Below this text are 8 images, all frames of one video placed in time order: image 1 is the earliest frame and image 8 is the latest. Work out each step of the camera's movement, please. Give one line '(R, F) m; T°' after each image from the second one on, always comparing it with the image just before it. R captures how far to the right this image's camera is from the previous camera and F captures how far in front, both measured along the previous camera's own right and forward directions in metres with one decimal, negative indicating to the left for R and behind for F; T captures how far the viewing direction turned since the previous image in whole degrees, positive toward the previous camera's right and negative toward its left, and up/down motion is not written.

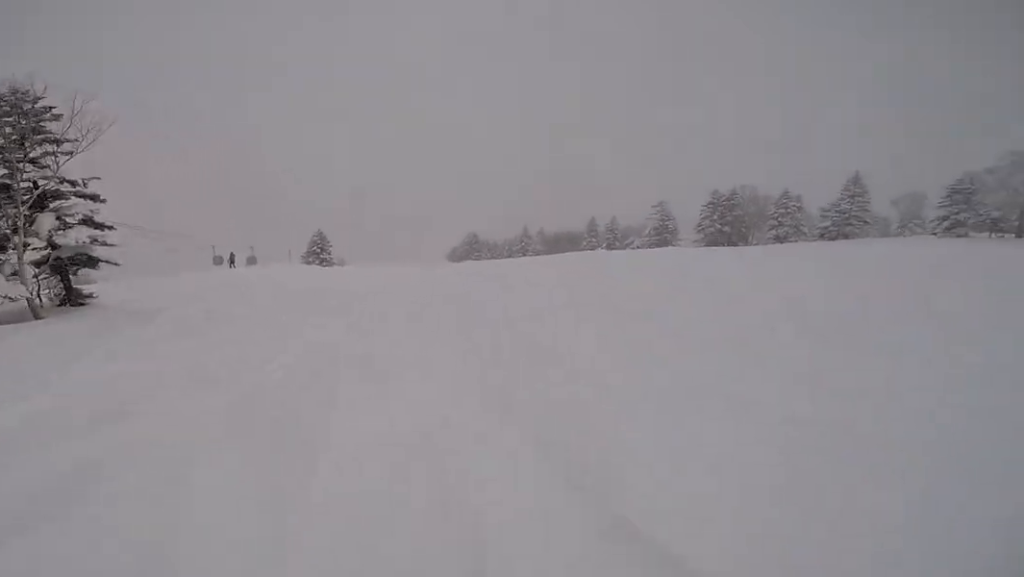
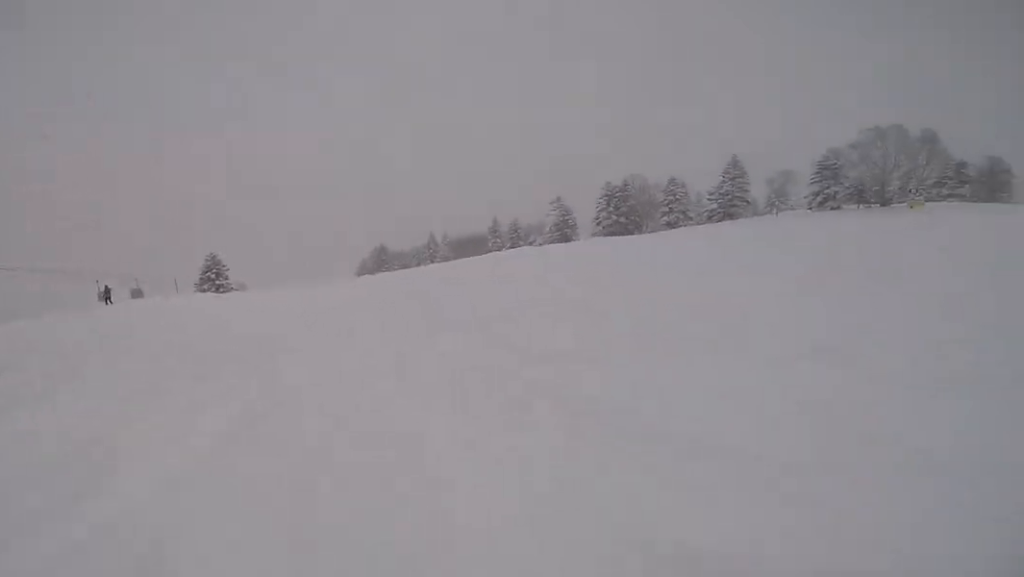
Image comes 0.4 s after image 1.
(+0.5, +2.7) m; 0°
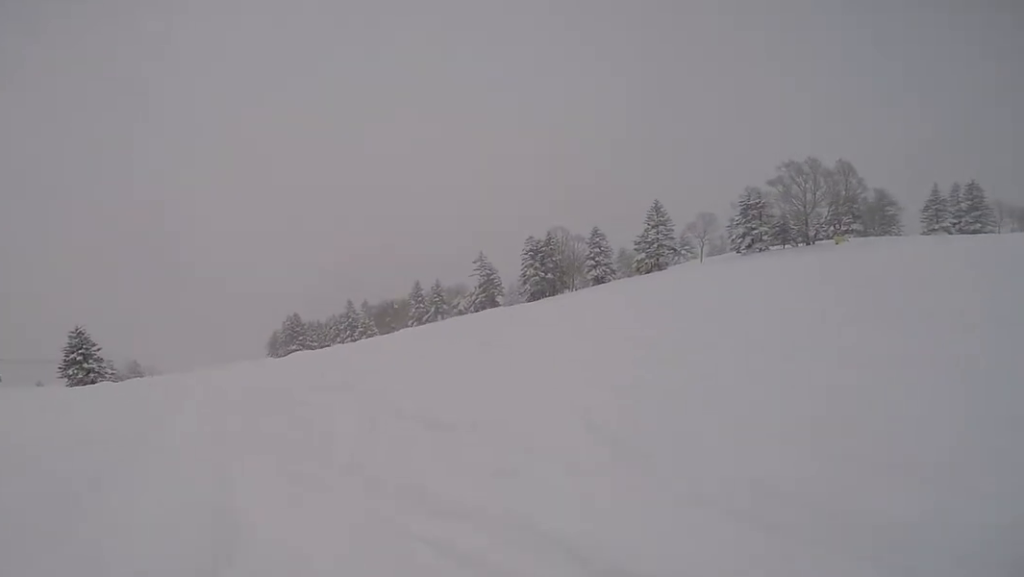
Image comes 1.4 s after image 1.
(+0.2, +6.7) m; -6°
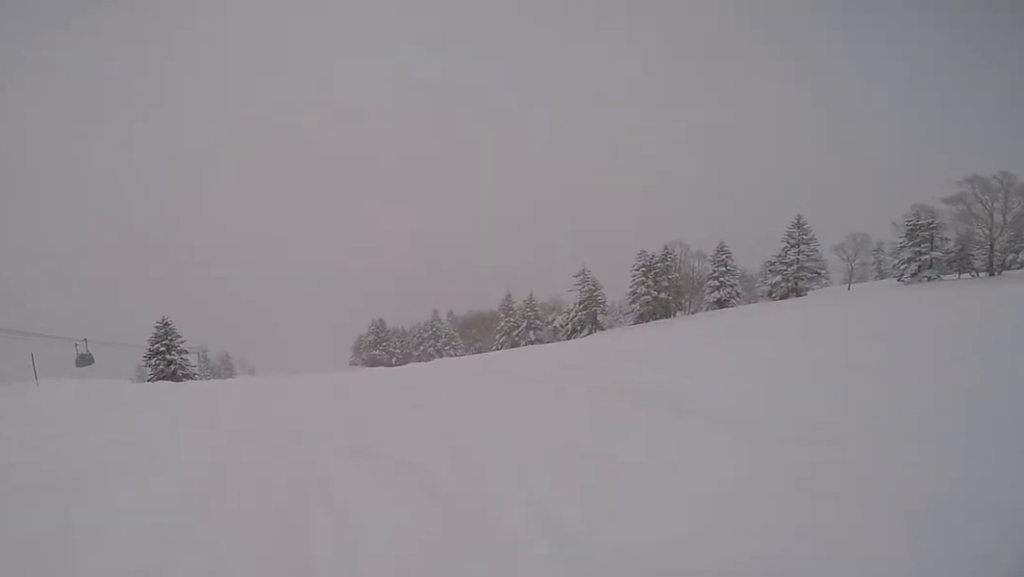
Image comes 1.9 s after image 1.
(-0.2, +3.2) m; -7°
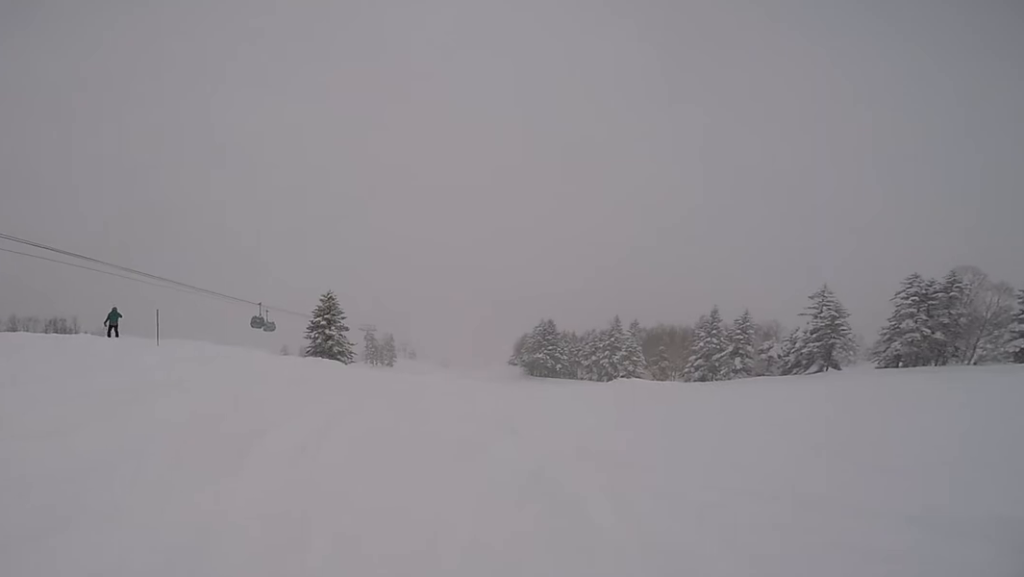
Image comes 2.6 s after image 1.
(-0.4, +4.7) m; -2°
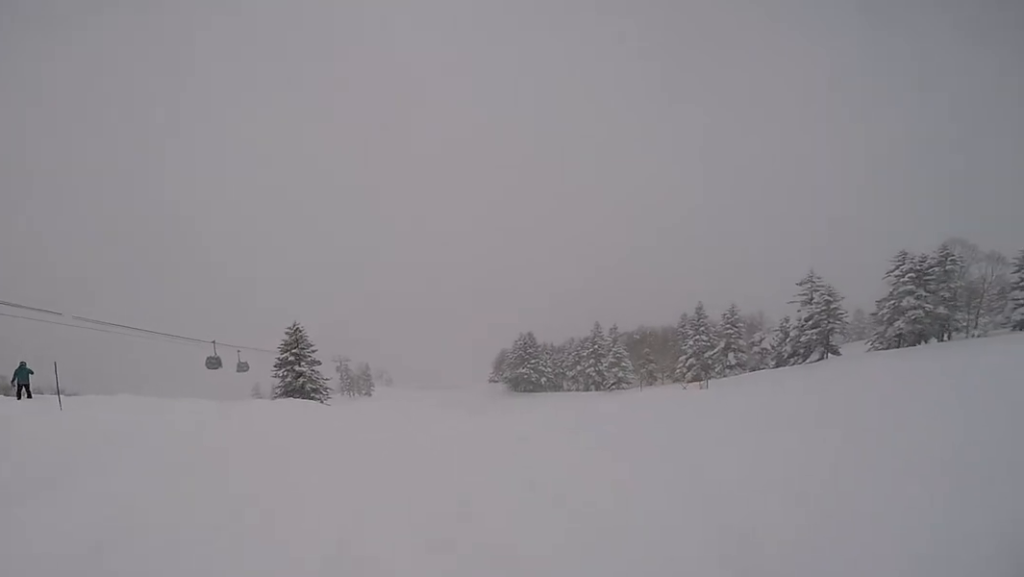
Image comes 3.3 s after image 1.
(-0.1, +4.4) m; +1°
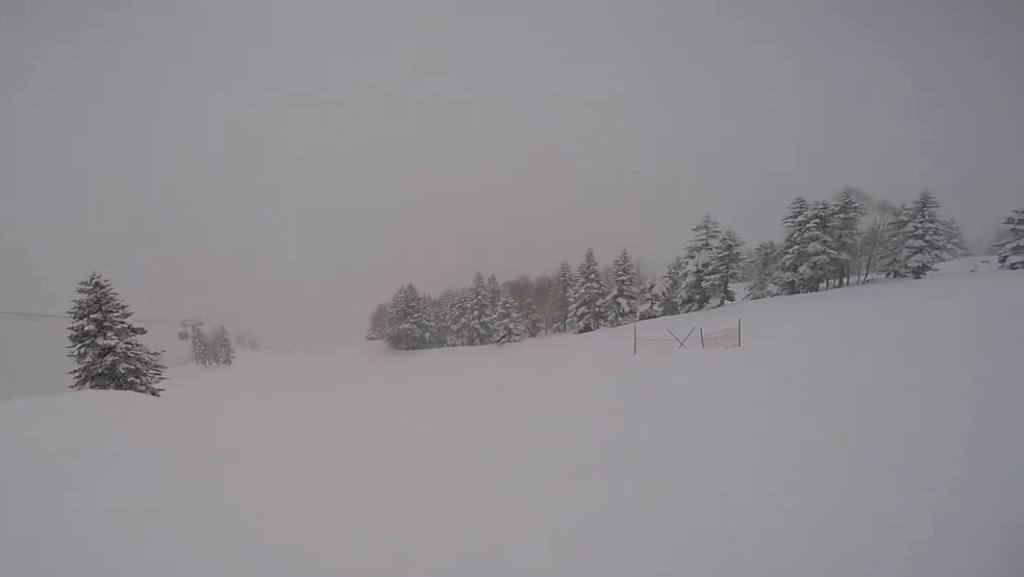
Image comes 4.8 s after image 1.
(+0.6, +10.1) m; +3°
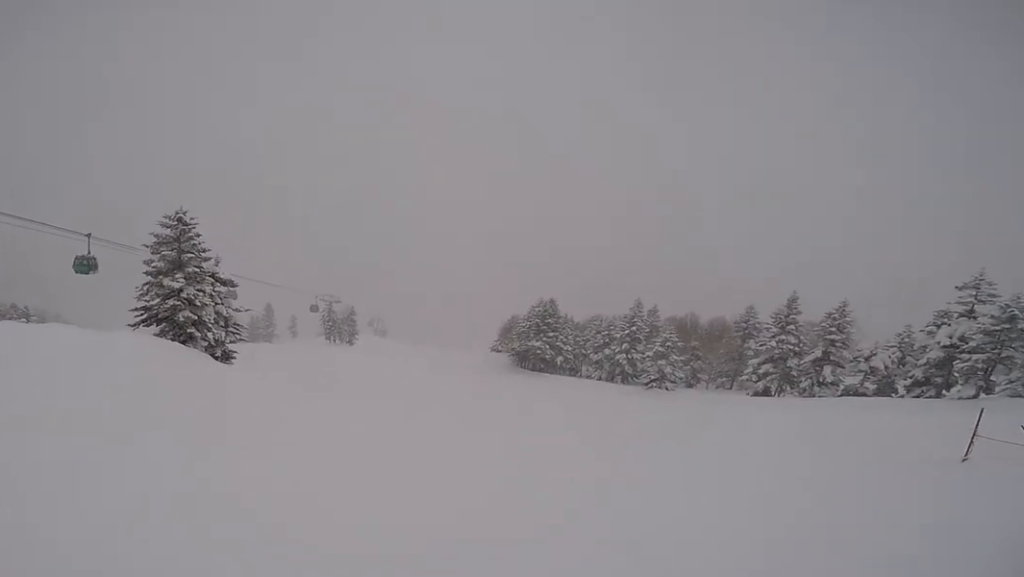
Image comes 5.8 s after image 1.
(-0.1, +6.7) m; -3°
